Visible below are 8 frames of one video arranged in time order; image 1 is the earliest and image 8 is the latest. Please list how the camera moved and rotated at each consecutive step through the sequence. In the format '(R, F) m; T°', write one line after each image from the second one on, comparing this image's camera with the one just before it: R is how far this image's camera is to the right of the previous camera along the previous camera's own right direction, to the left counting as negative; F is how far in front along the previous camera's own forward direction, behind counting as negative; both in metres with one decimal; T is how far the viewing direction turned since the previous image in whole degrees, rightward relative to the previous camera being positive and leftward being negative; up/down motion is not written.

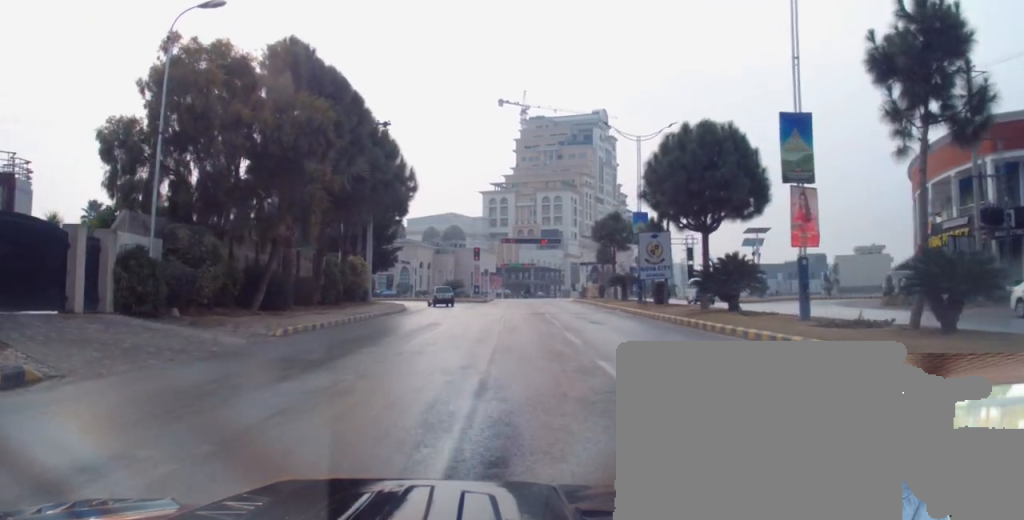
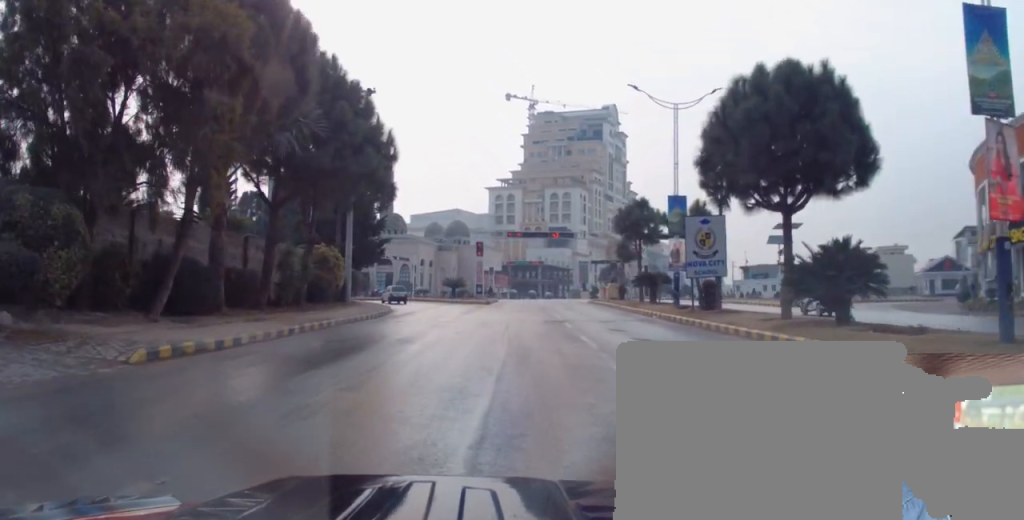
(-0.3, +8.2) m; -2°
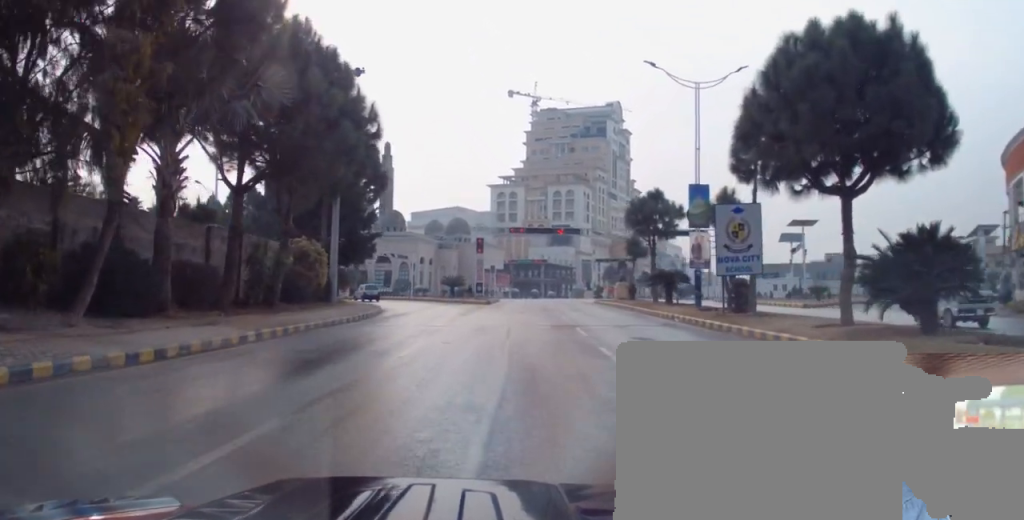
(0.0, +3.6) m; -1°
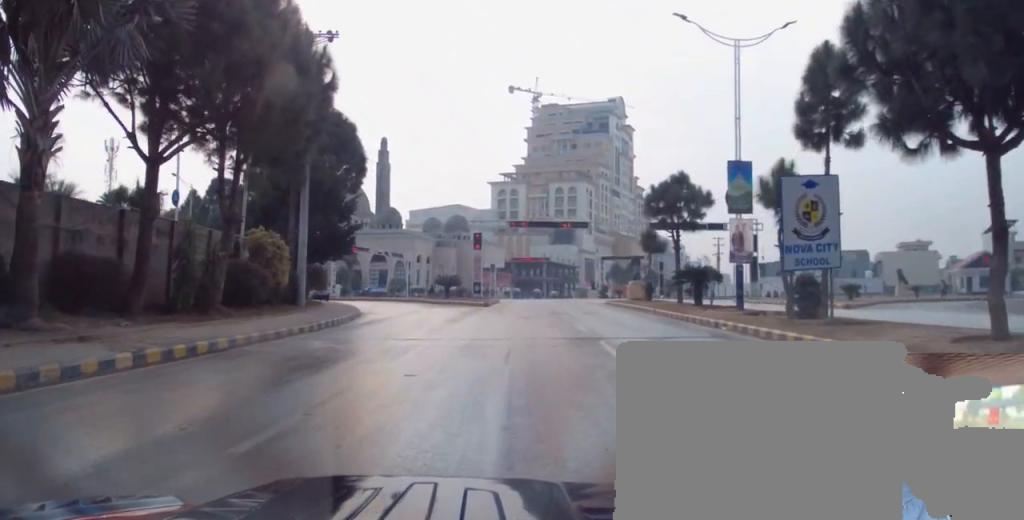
(+0.2, +5.7) m; -2°
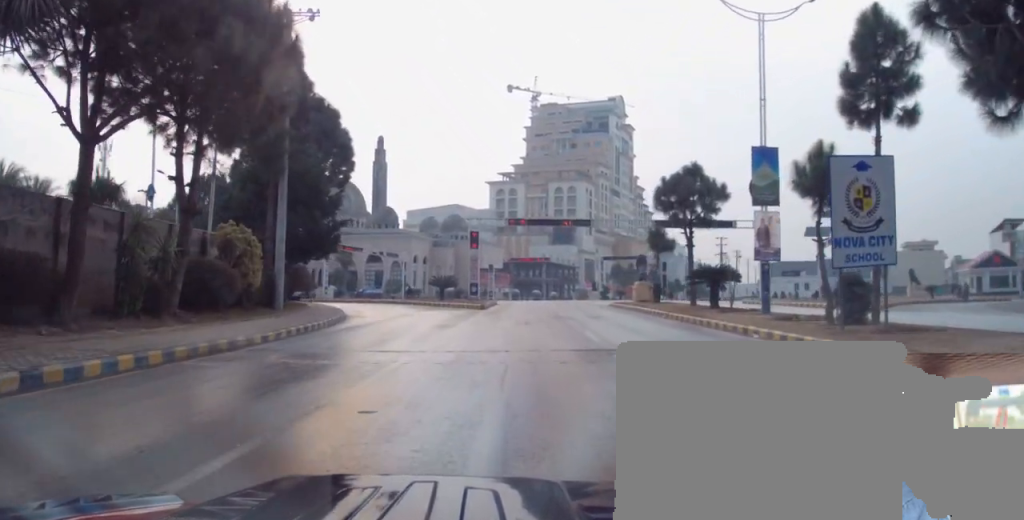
(-0.3, +2.9) m; 0°
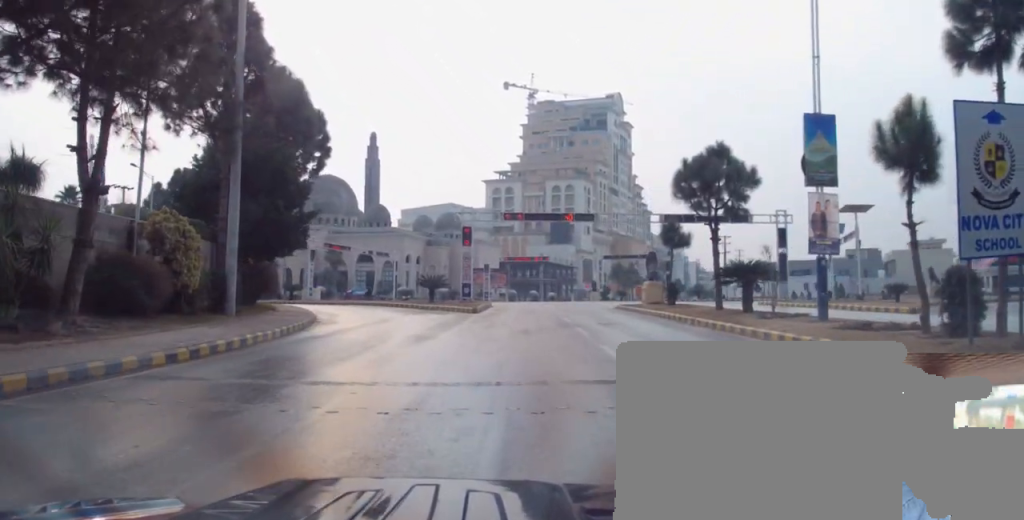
(0.0, +4.6) m; +3°
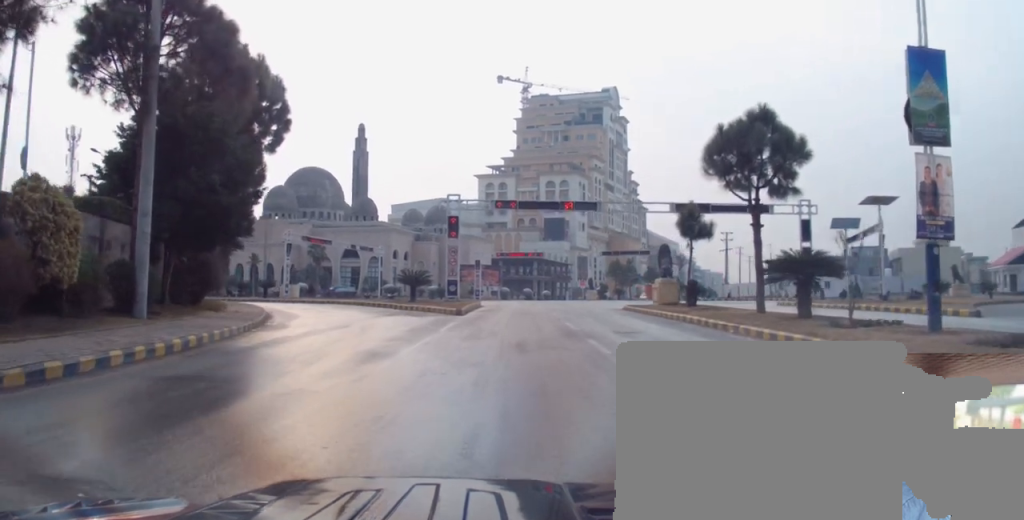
(+0.4, +5.6) m; +4°
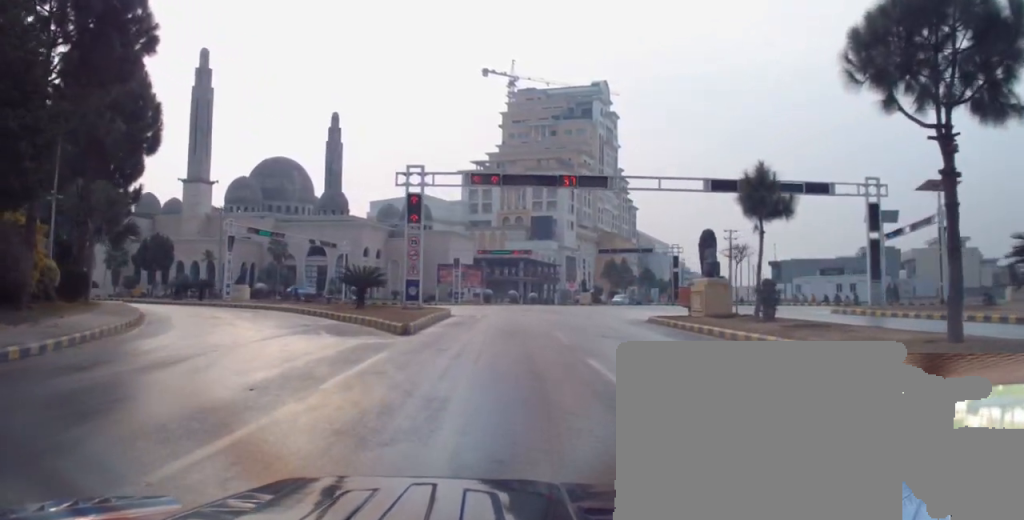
(-0.1, +11.1) m; -2°
